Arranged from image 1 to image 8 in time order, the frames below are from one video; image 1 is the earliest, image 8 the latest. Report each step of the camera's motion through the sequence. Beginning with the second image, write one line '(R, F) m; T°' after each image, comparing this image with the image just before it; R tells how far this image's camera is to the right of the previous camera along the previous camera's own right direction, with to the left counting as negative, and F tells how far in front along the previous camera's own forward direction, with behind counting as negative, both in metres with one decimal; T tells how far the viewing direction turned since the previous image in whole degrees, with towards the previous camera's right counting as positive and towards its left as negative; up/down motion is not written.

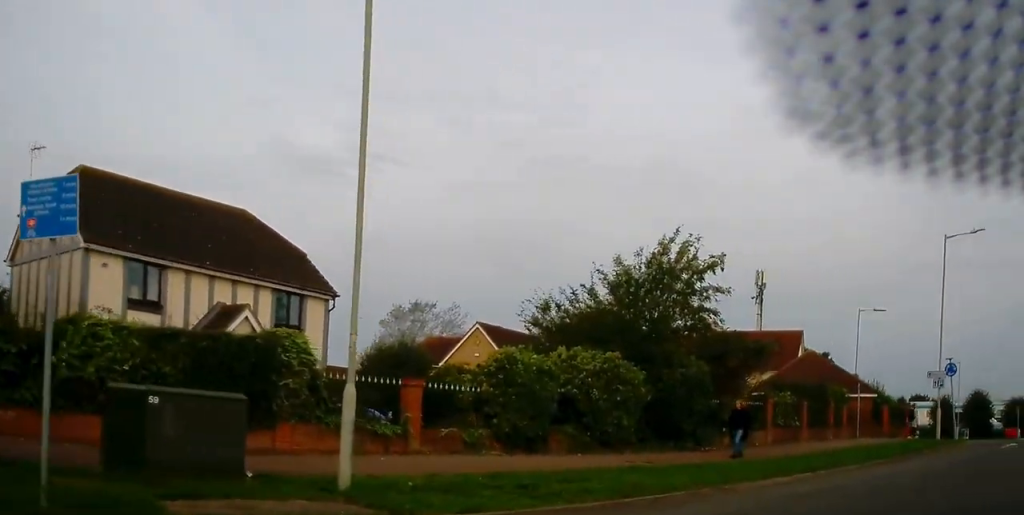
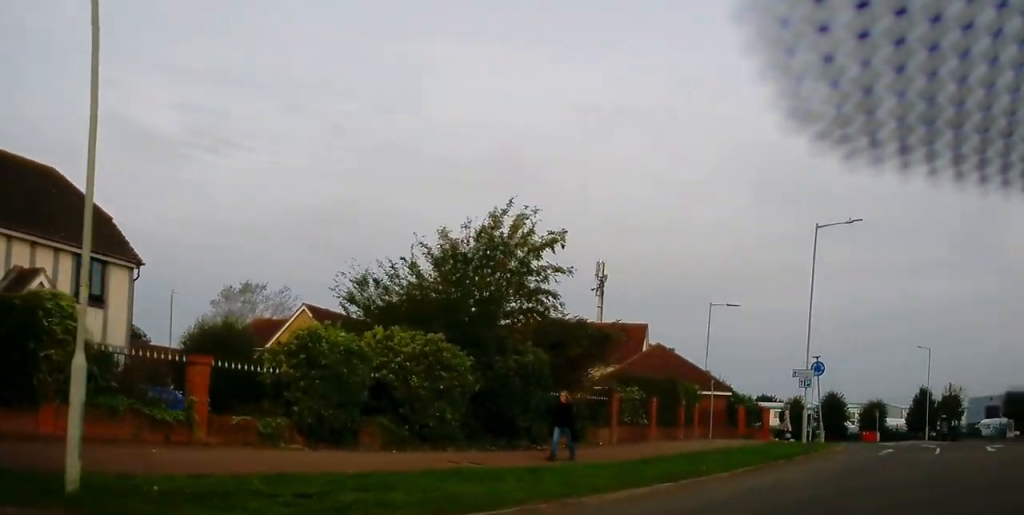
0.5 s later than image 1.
(+0.1, +2.7) m; +13°
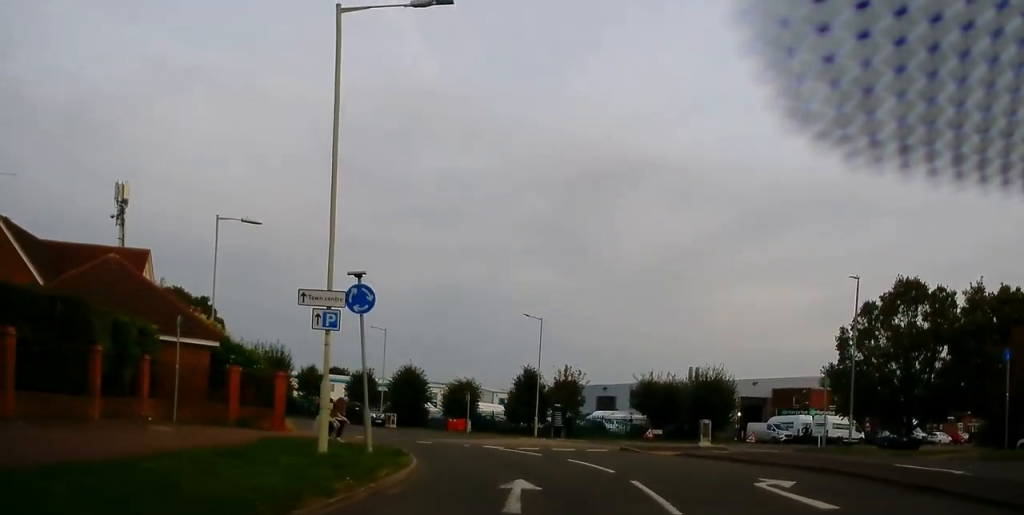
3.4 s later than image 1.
(+6.1, +13.6) m; +33°
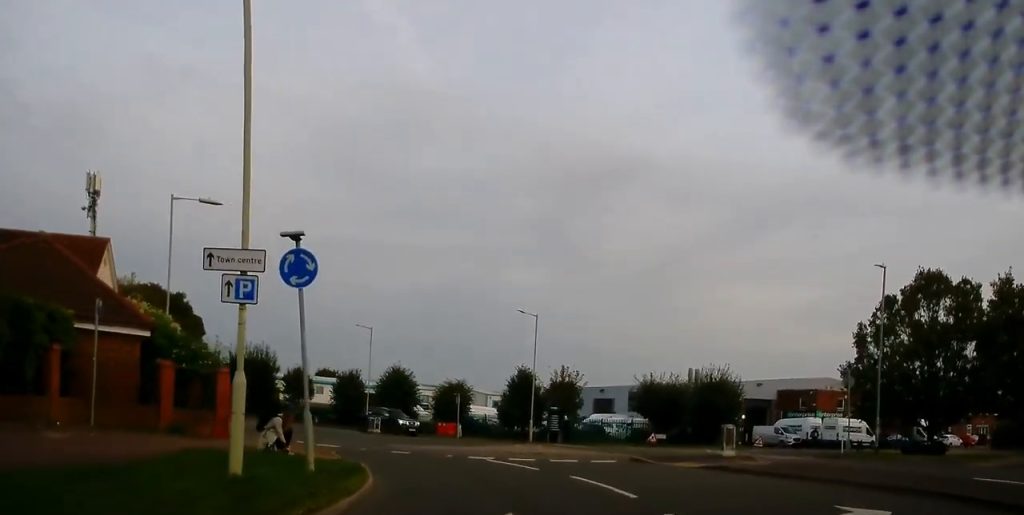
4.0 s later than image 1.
(+0.1, +3.6) m; +1°
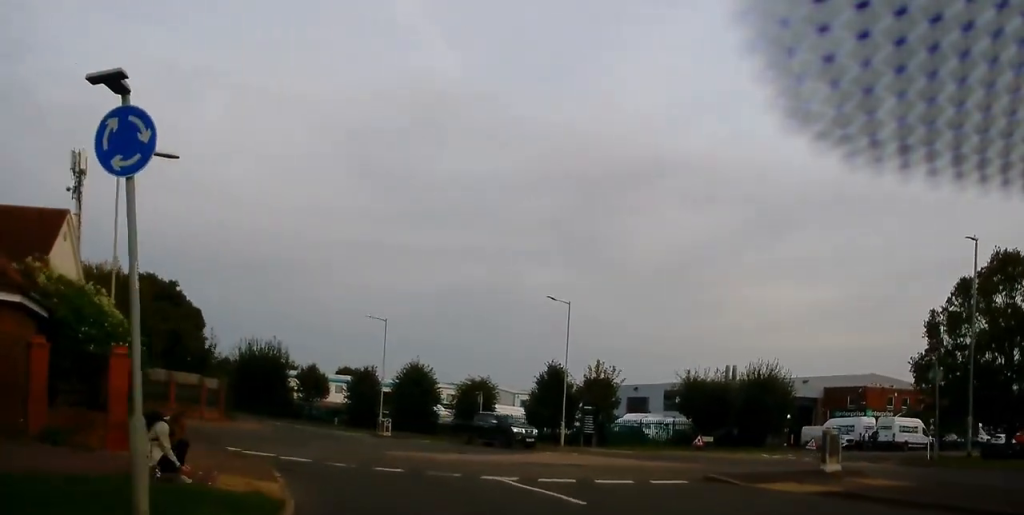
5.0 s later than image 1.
(0.0, +5.6) m; -2°
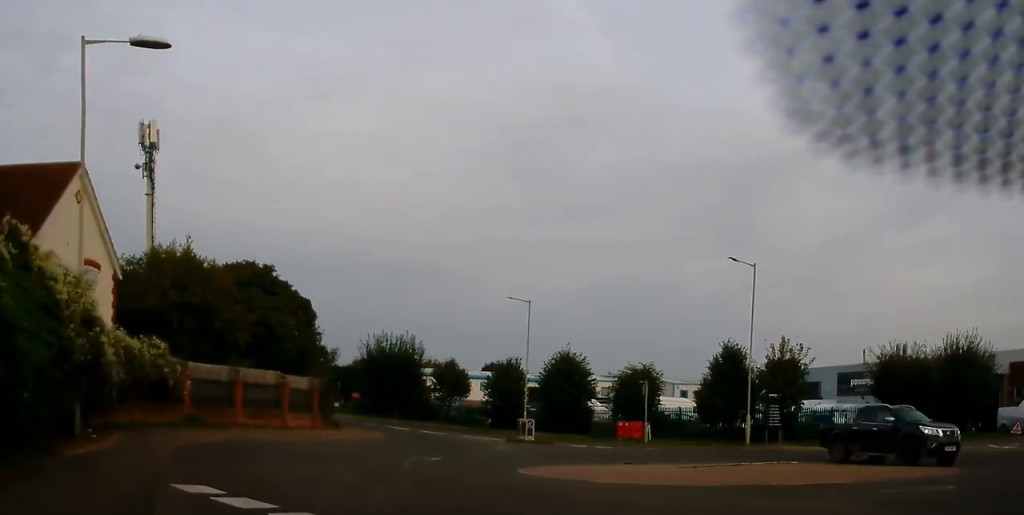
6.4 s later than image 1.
(-0.5, +8.5) m; -9°
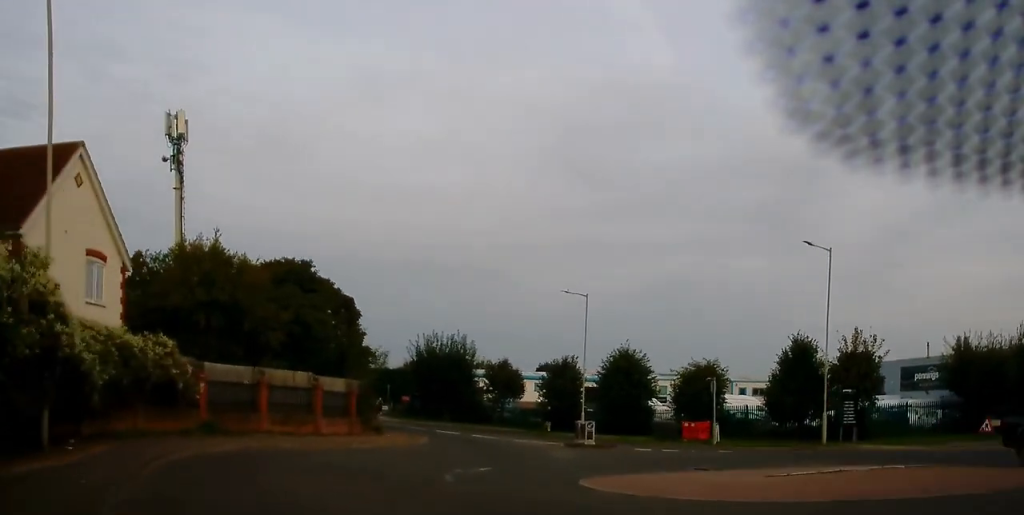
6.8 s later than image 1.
(0.0, +2.8) m; -3°
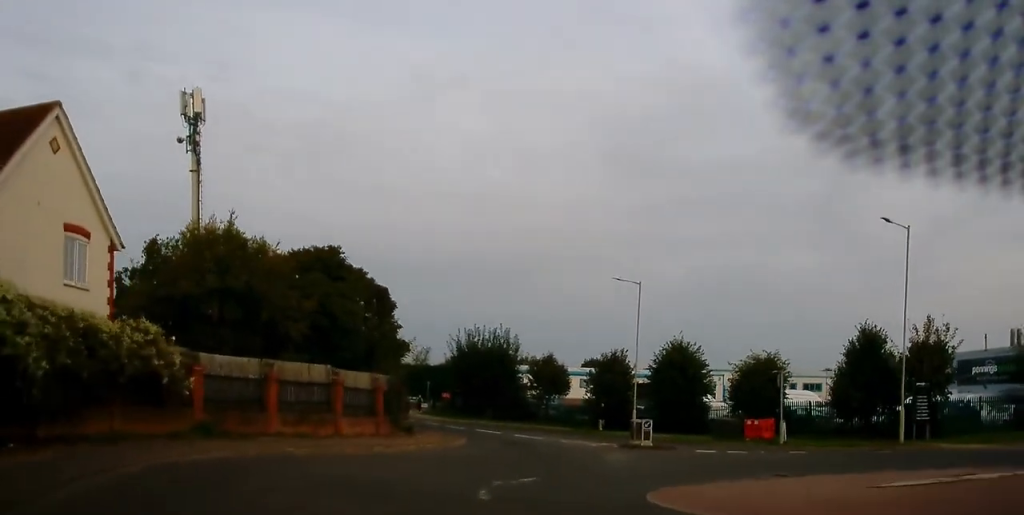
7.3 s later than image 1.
(-0.3, +3.3) m; -2°
